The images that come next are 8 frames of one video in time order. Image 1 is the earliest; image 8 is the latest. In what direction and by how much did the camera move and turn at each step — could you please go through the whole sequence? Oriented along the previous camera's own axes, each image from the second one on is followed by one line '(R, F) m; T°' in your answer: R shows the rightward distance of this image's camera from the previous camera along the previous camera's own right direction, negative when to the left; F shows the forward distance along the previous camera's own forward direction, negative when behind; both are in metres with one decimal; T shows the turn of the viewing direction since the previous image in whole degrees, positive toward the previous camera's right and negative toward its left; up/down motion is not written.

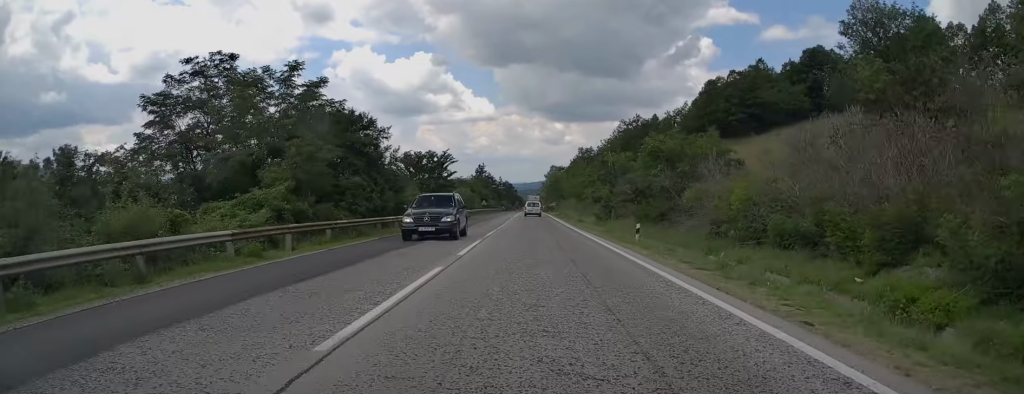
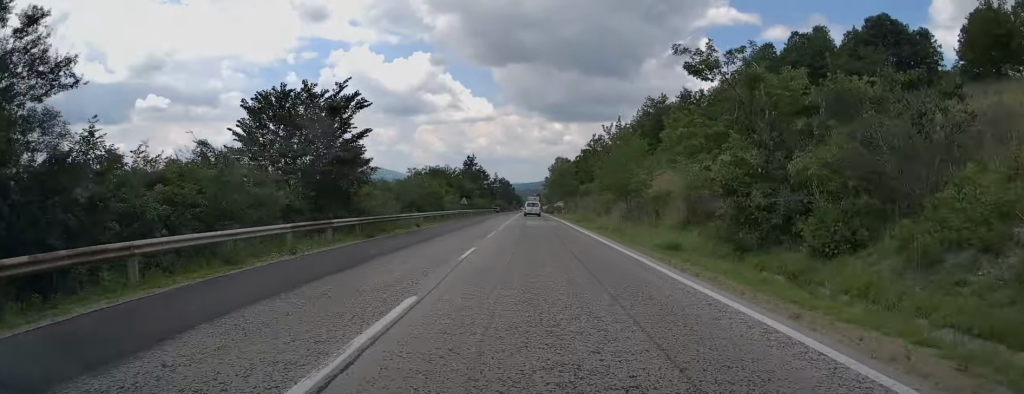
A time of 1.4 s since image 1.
(0.0, +30.8) m; 0°
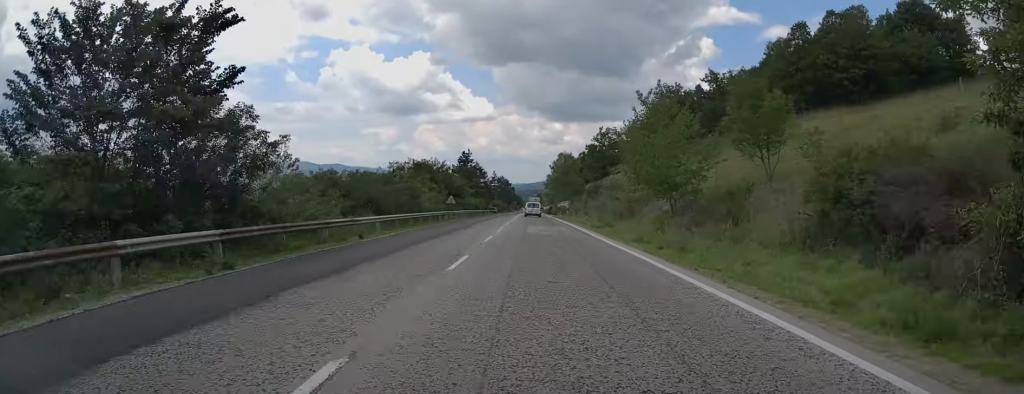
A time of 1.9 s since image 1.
(0.0, +12.0) m; 0°
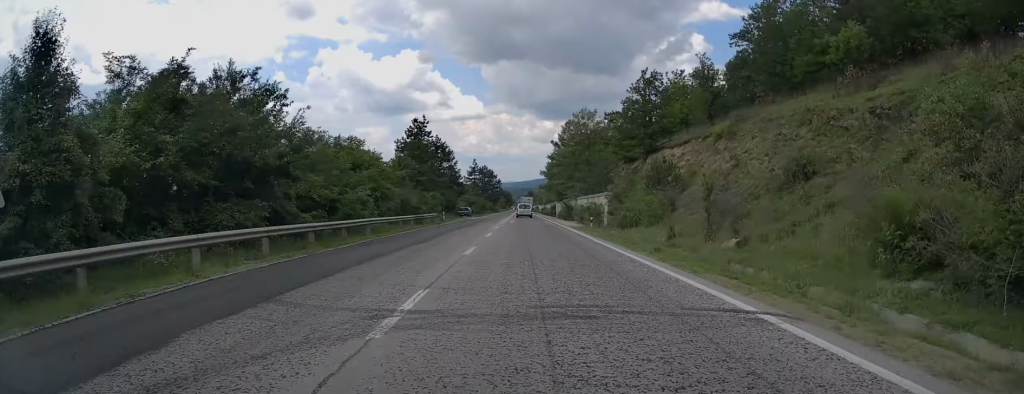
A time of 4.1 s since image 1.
(0.0, +50.1) m; 0°
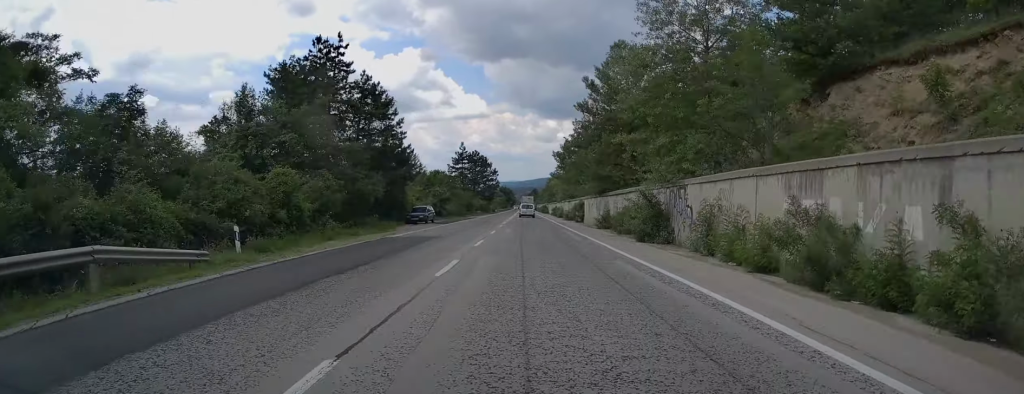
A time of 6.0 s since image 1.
(0.0, +41.2) m; 0°
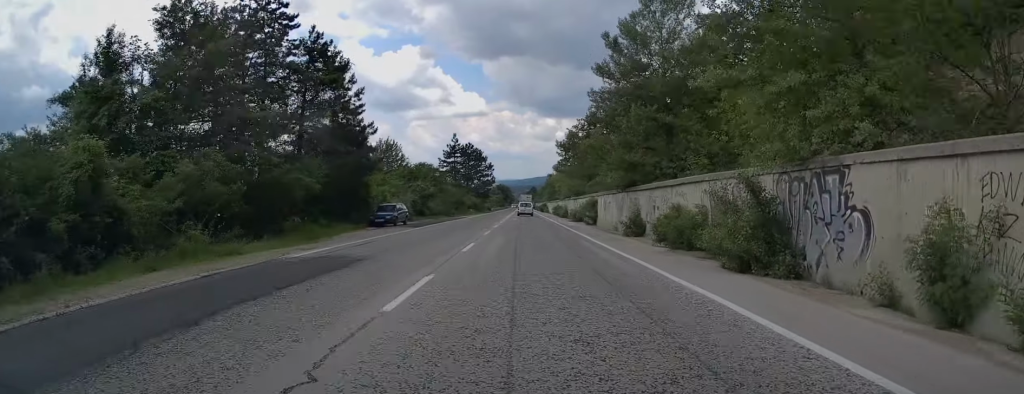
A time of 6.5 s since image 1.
(0.0, +11.2) m; 0°
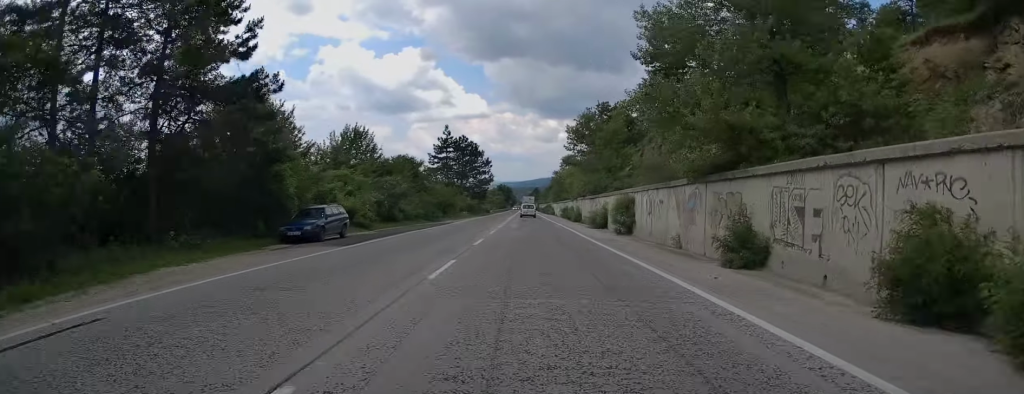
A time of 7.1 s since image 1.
(0.0, +14.4) m; 0°
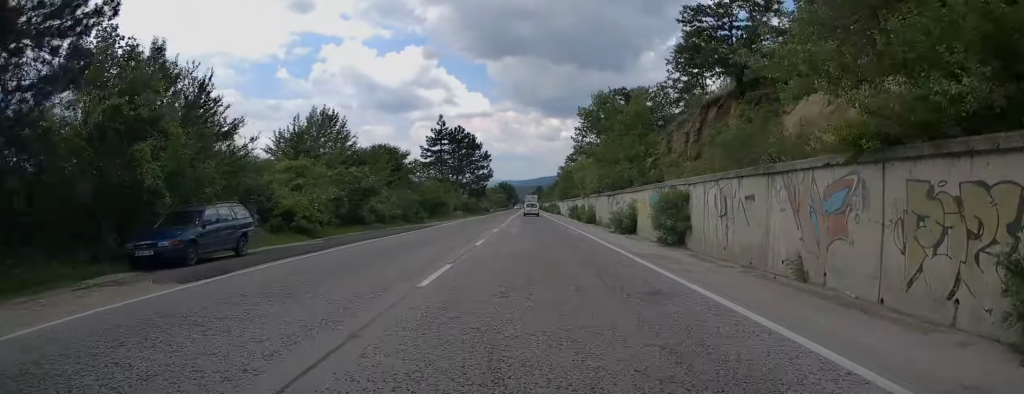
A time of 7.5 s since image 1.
(0.0, +9.9) m; 0°
